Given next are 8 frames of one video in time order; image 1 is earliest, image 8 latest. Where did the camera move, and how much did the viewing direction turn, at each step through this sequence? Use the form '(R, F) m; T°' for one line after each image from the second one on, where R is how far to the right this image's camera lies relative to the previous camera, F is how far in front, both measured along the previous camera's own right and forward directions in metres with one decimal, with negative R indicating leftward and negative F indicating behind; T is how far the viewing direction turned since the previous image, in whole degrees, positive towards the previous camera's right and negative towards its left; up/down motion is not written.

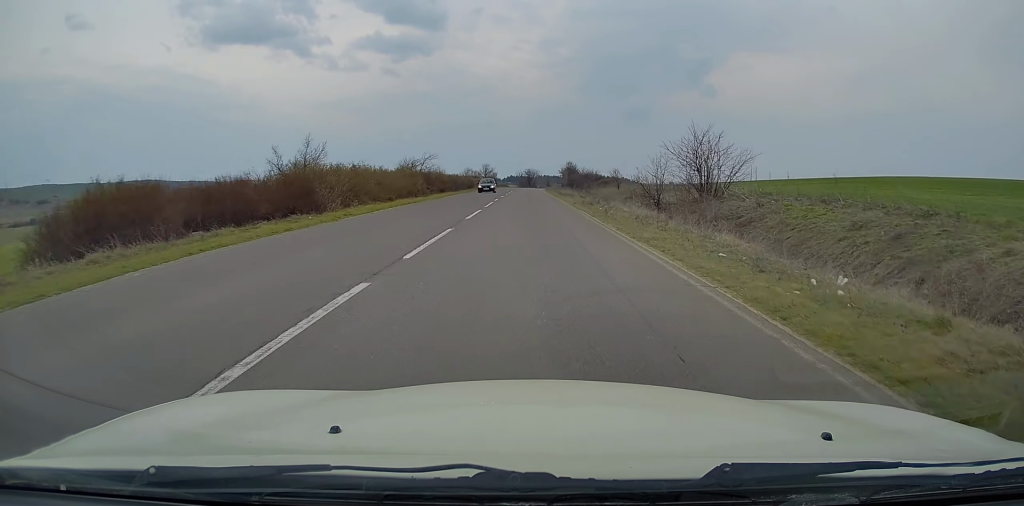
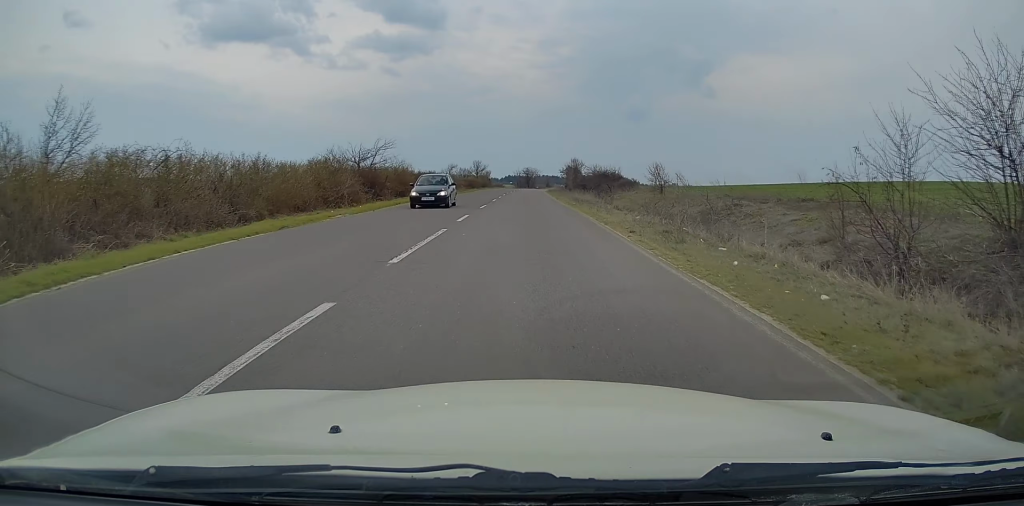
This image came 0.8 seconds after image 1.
(0.0, +19.7) m; 0°
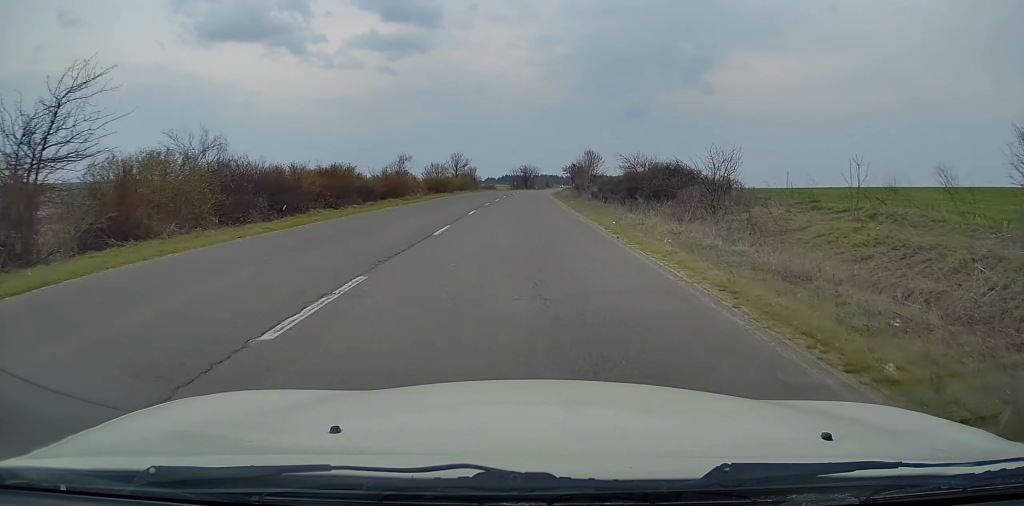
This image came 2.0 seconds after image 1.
(0.0, +31.5) m; 0°
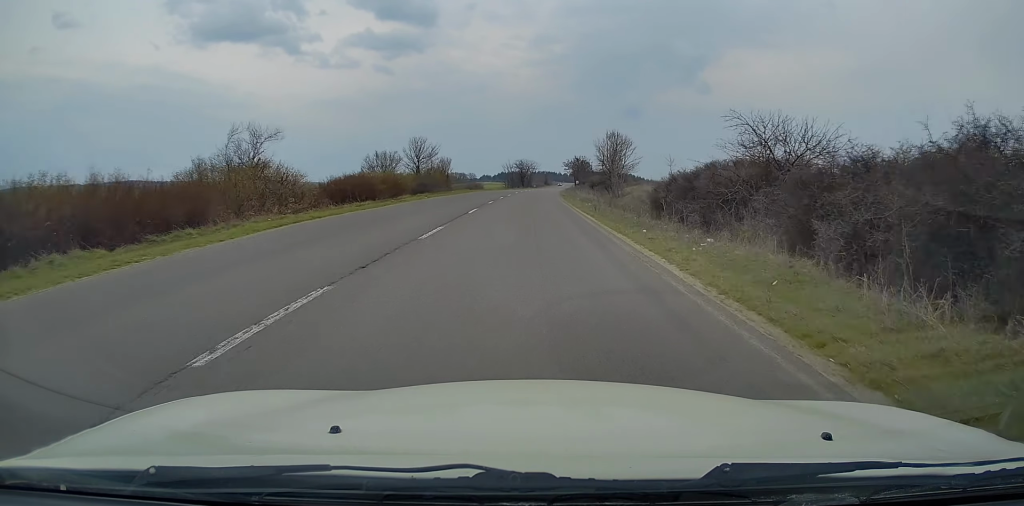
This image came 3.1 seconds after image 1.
(+0.1, +28.1) m; 0°
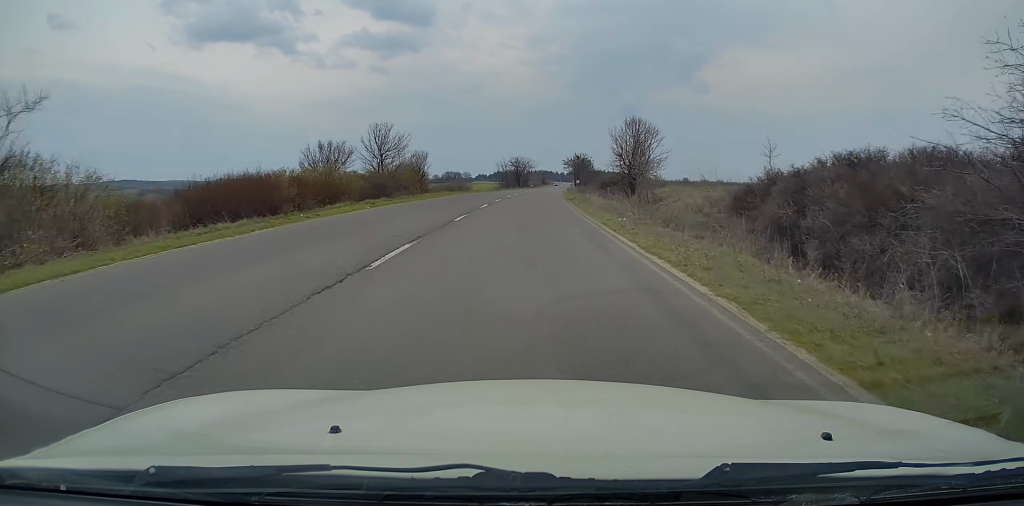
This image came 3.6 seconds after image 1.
(0.0, +13.6) m; 0°
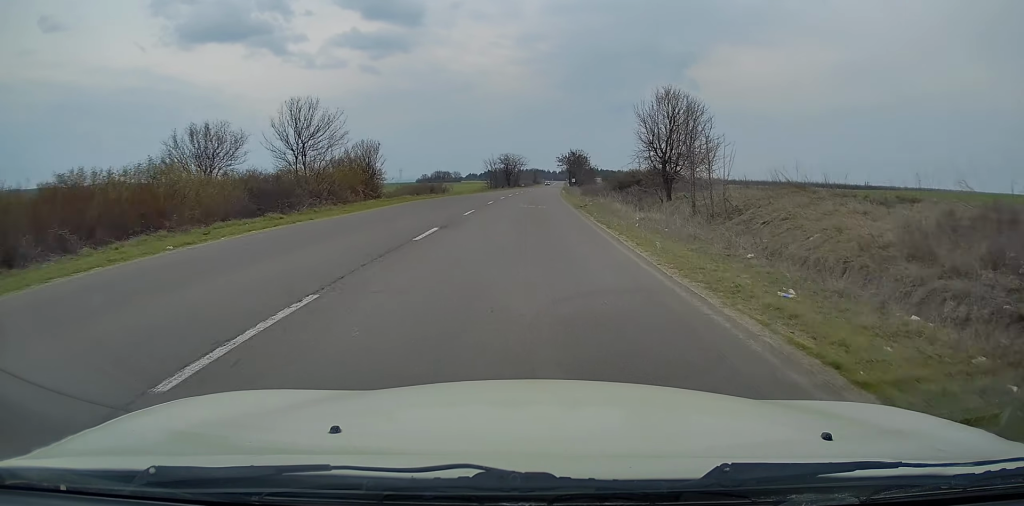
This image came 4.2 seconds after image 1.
(-0.1, +14.6) m; +1°
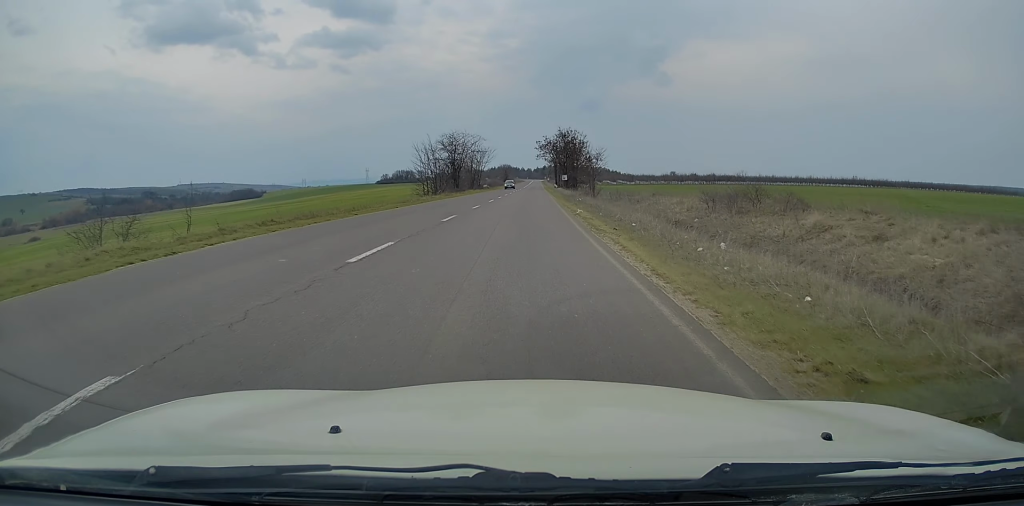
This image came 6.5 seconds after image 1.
(+1.5, +58.4) m; +2°
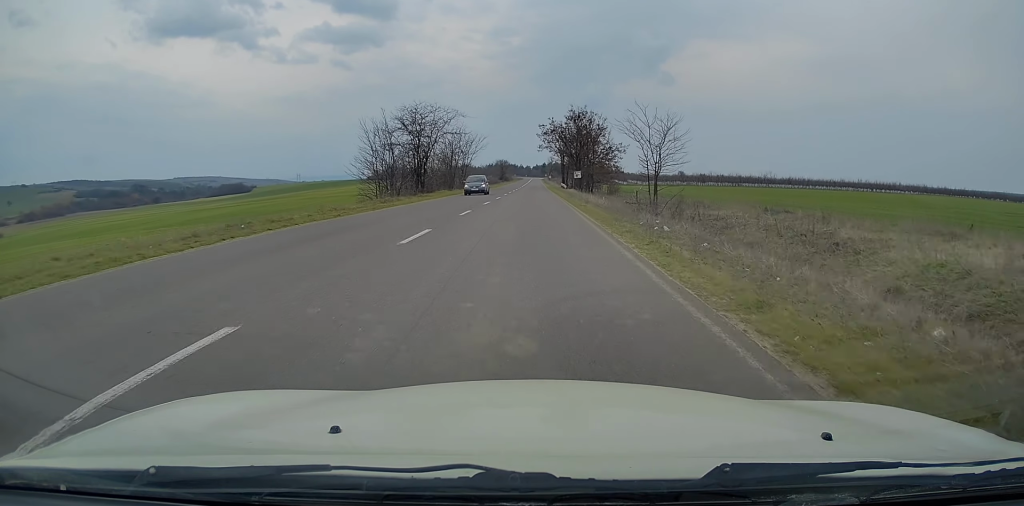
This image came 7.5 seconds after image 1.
(0.0, +26.7) m; 0°
